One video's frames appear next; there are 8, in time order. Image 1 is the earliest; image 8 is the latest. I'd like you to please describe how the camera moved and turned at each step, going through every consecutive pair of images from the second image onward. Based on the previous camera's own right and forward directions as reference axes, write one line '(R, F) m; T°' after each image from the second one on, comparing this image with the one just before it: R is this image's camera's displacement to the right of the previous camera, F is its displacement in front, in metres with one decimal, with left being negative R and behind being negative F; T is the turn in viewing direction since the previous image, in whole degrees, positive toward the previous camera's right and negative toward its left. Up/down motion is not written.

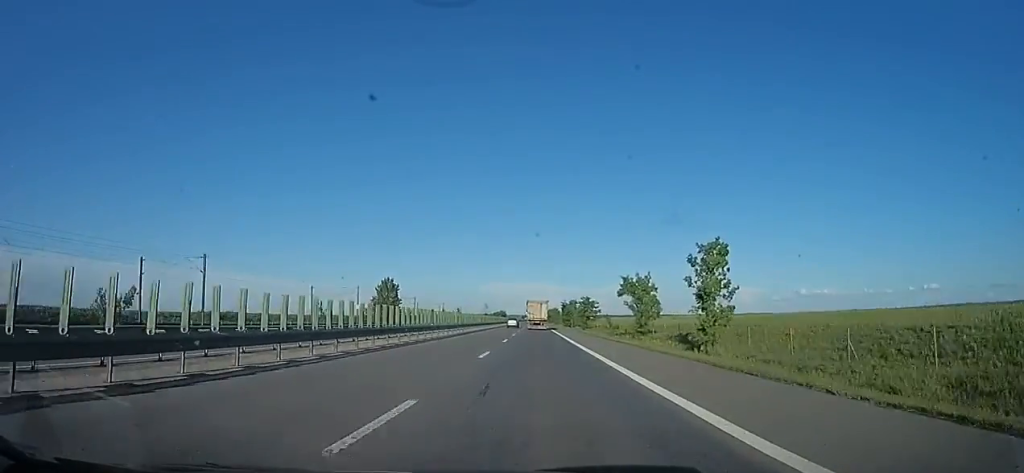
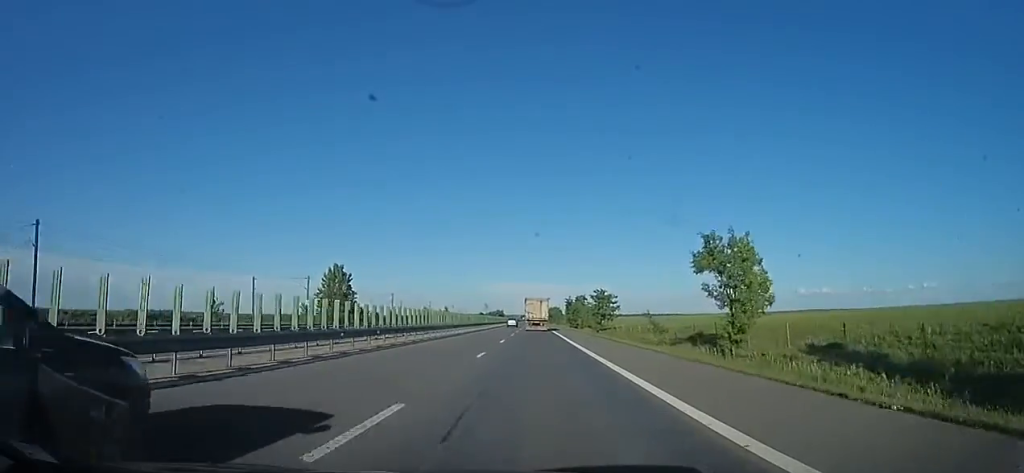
(+0.1, +24.3) m; 0°
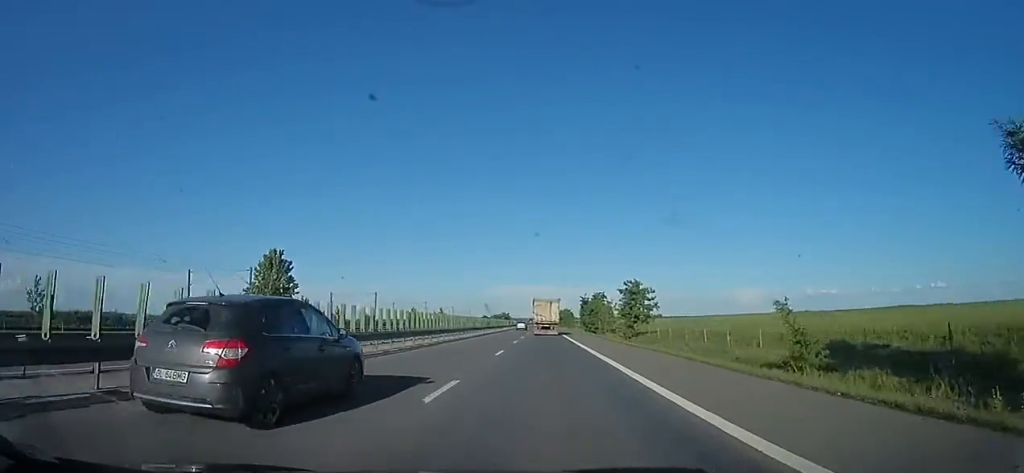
(+0.1, +20.3) m; -2°
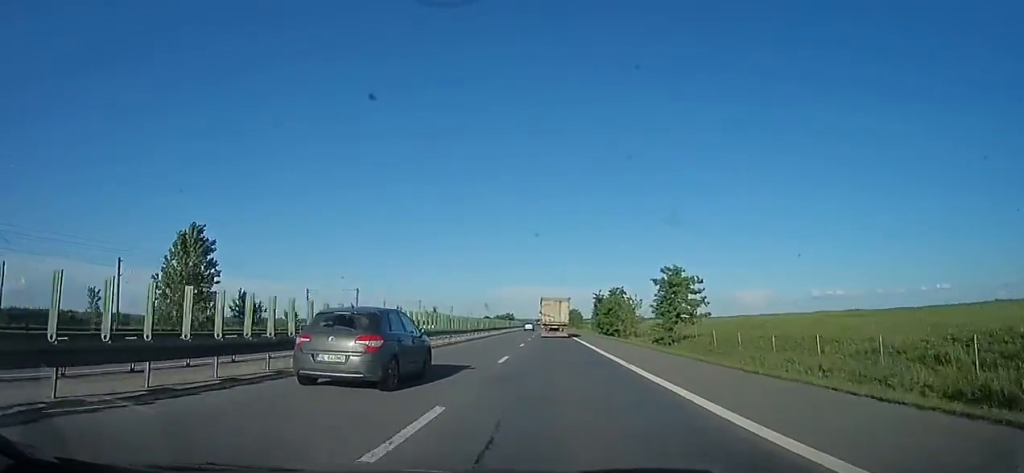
(-0.2, +15.1) m; -1°
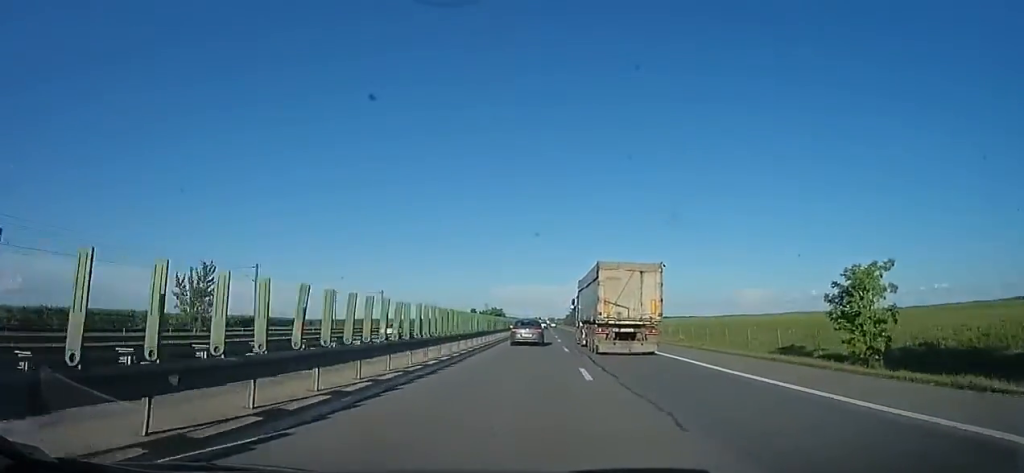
(+1.8, +87.4) m; 0°
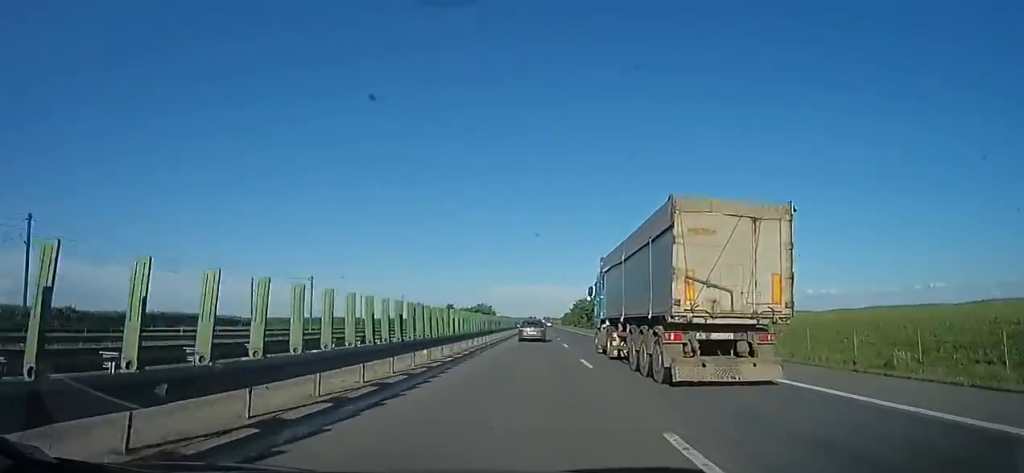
(-1.4, +30.0) m; 0°
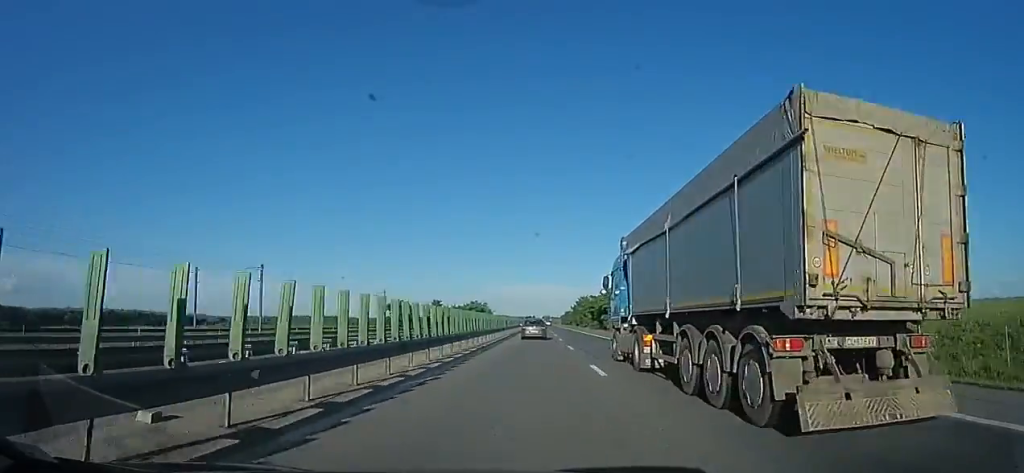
(+0.4, +14.3) m; +1°
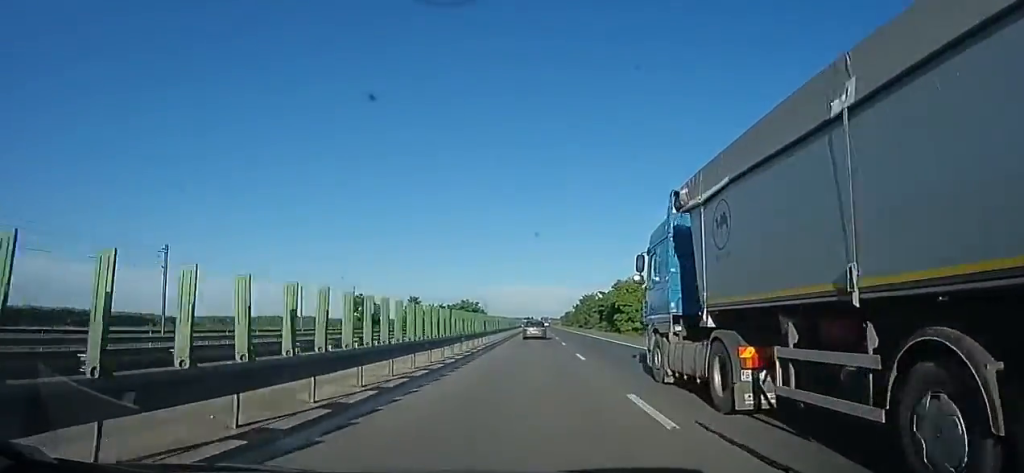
(+0.5, +17.8) m; +1°
